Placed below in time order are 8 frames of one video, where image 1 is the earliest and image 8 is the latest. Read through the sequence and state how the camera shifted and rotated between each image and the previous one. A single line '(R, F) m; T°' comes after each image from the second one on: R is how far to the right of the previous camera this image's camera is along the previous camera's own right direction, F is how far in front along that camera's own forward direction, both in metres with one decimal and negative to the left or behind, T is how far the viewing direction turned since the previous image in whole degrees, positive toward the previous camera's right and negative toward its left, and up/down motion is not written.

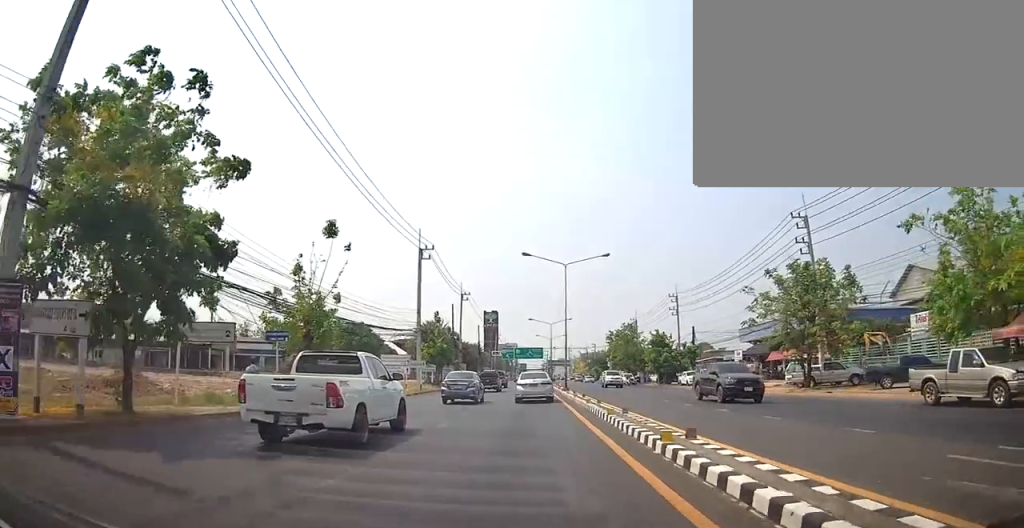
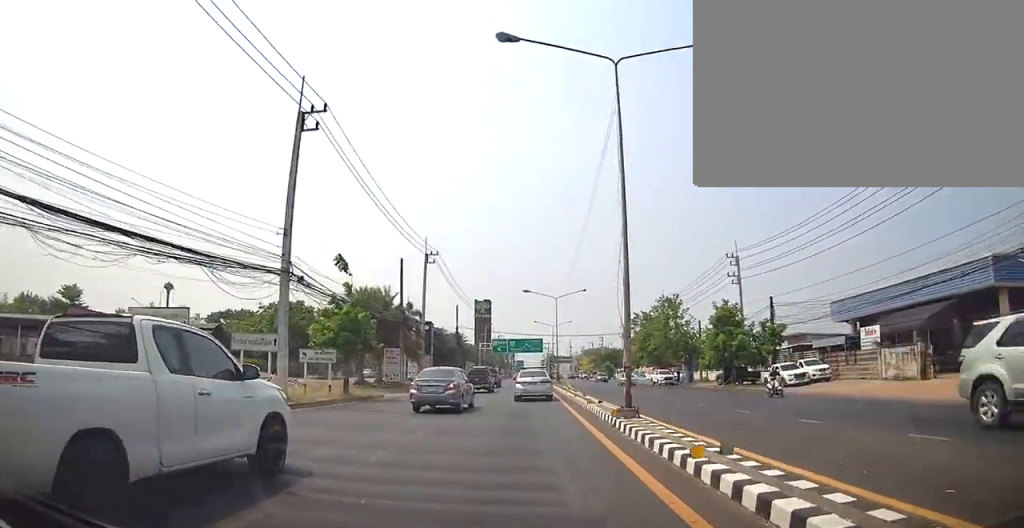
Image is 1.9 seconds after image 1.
(+0.3, +25.0) m; 0°
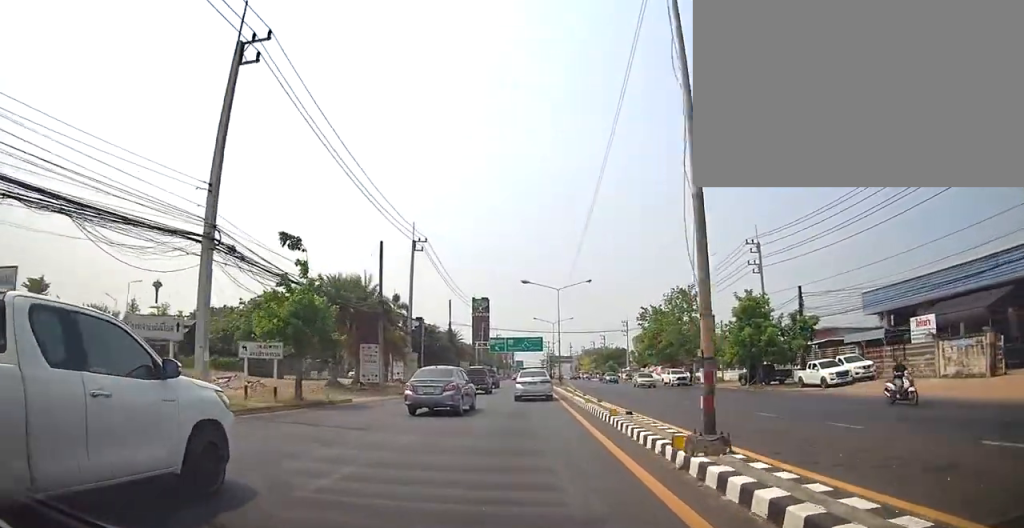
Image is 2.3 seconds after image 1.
(0.0, +5.6) m; -1°
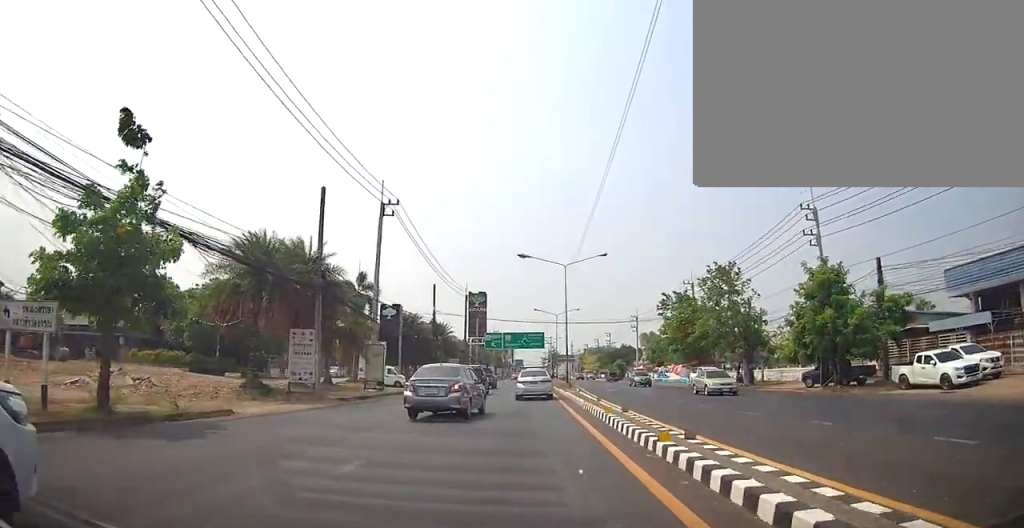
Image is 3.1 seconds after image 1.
(-0.2, +10.9) m; -2°
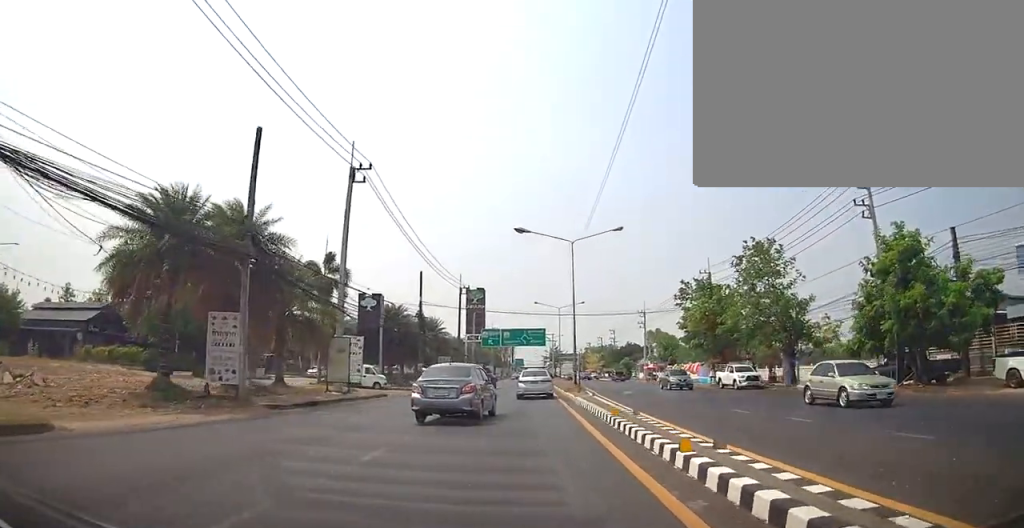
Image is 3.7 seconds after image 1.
(-0.4, +7.4) m; 0°
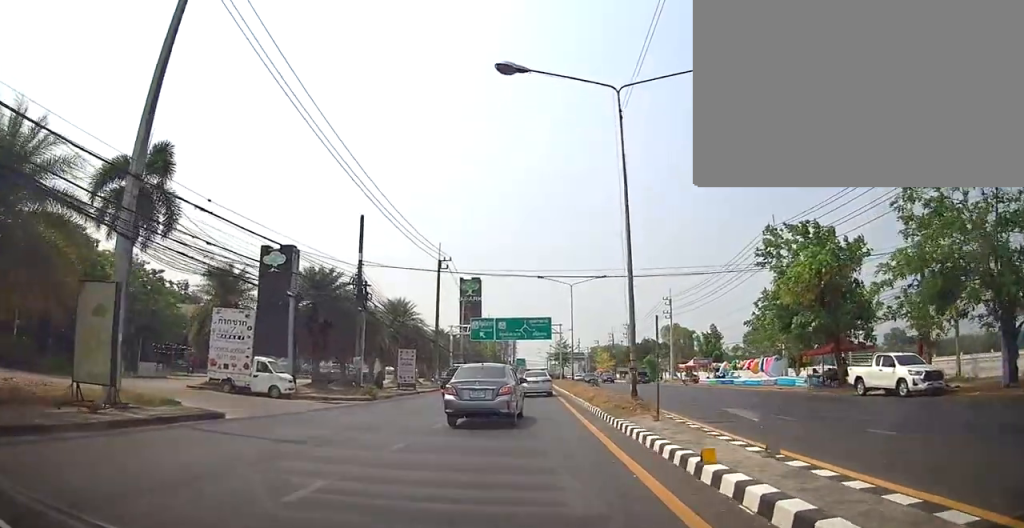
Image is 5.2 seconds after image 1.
(+0.8, +19.3) m; +3°
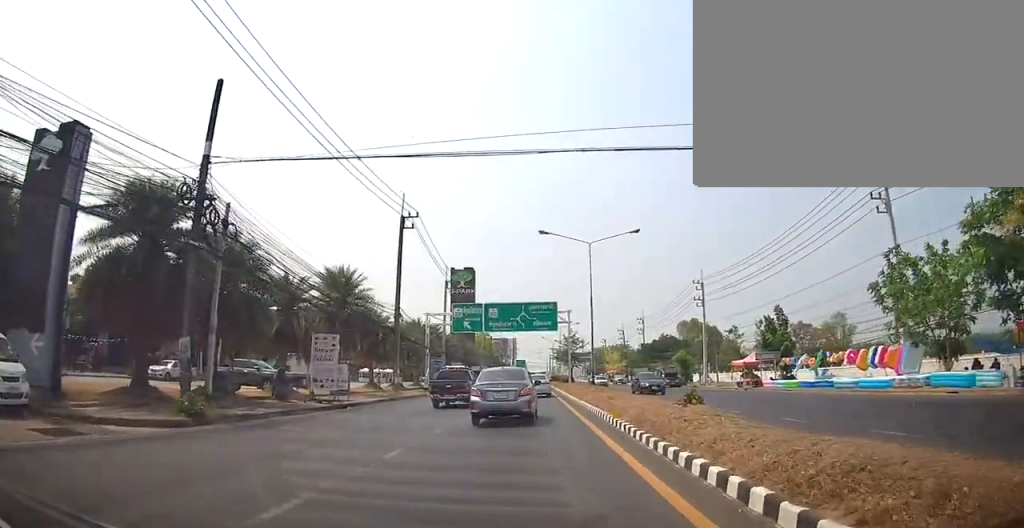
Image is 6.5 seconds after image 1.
(0.0, +17.1) m; -1°
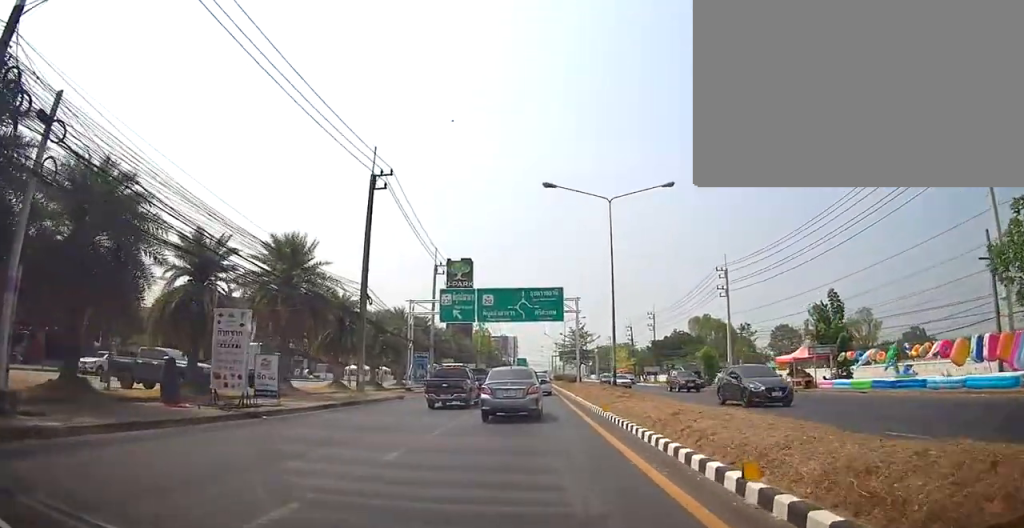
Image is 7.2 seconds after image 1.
(-0.1, +8.4) m; -1°
